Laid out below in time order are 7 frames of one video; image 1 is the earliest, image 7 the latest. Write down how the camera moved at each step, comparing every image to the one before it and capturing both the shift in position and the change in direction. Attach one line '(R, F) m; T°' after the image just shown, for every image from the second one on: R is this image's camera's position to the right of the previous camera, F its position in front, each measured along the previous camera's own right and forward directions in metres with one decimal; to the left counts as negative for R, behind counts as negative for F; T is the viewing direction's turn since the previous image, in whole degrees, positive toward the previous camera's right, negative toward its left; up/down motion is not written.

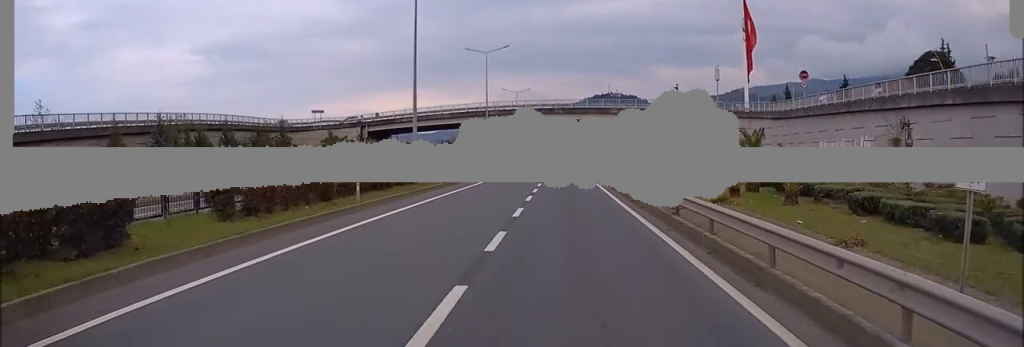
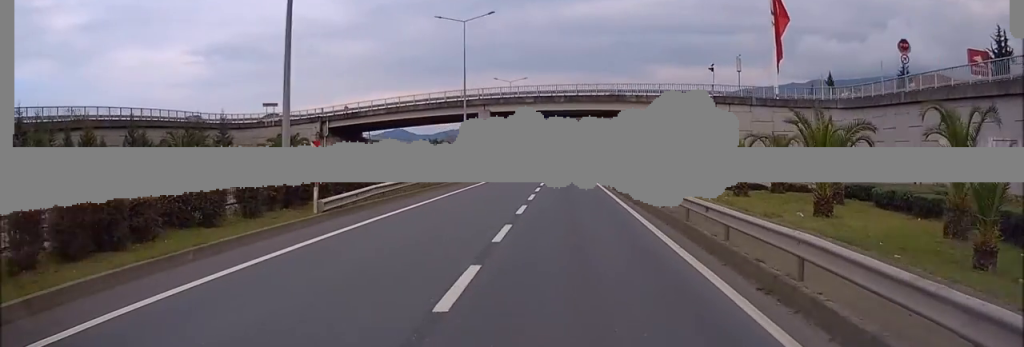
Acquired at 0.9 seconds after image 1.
(+0.3, +16.9) m; 0°
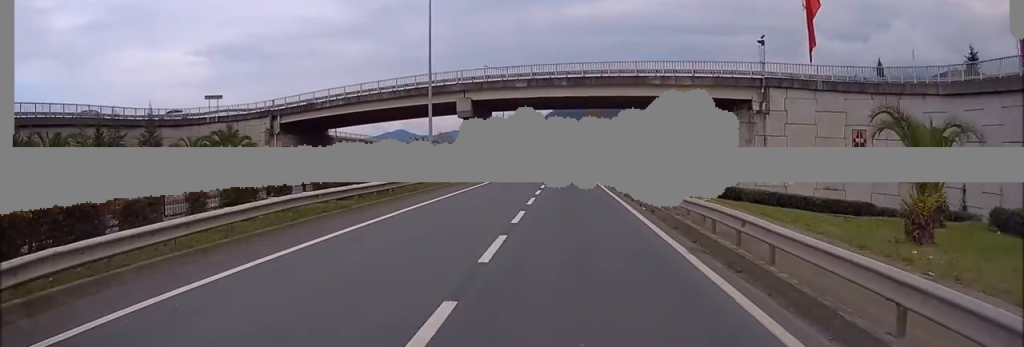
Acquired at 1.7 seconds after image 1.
(-0.2, +15.0) m; -1°
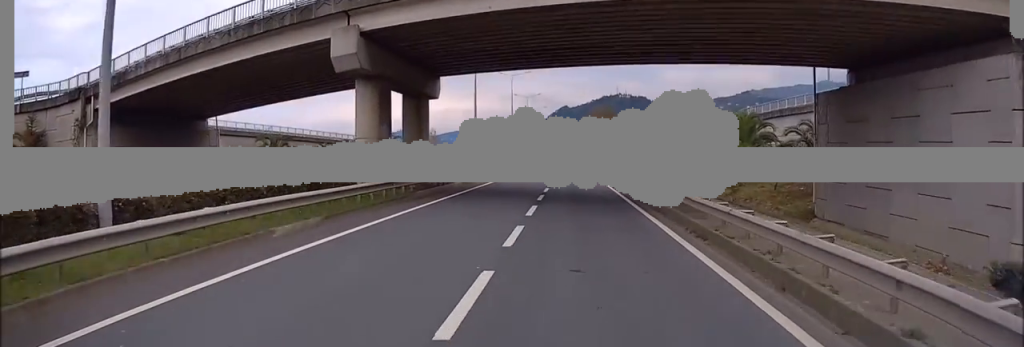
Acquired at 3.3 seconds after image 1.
(-0.1, +29.3) m; -1°
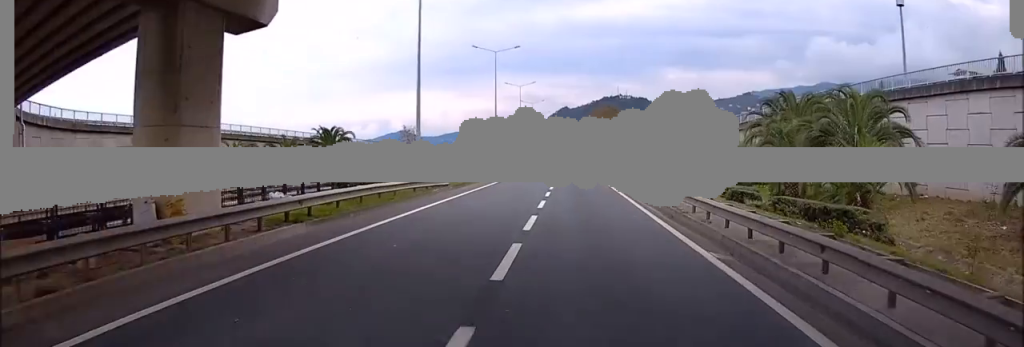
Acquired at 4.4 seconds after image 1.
(0.0, +21.9) m; +1°
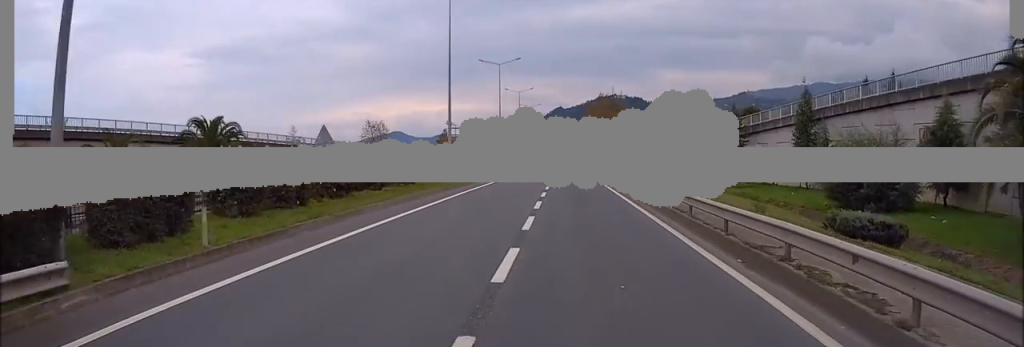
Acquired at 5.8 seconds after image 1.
(+0.1, +25.0) m; 0°
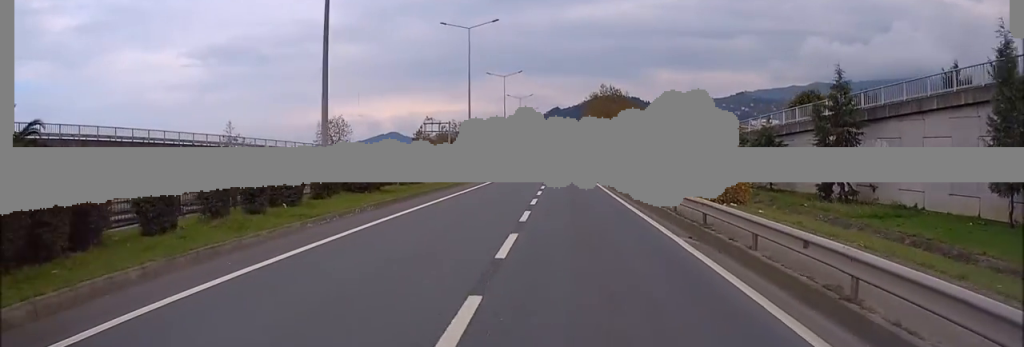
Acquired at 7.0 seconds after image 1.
(0.0, +23.0) m; +1°
